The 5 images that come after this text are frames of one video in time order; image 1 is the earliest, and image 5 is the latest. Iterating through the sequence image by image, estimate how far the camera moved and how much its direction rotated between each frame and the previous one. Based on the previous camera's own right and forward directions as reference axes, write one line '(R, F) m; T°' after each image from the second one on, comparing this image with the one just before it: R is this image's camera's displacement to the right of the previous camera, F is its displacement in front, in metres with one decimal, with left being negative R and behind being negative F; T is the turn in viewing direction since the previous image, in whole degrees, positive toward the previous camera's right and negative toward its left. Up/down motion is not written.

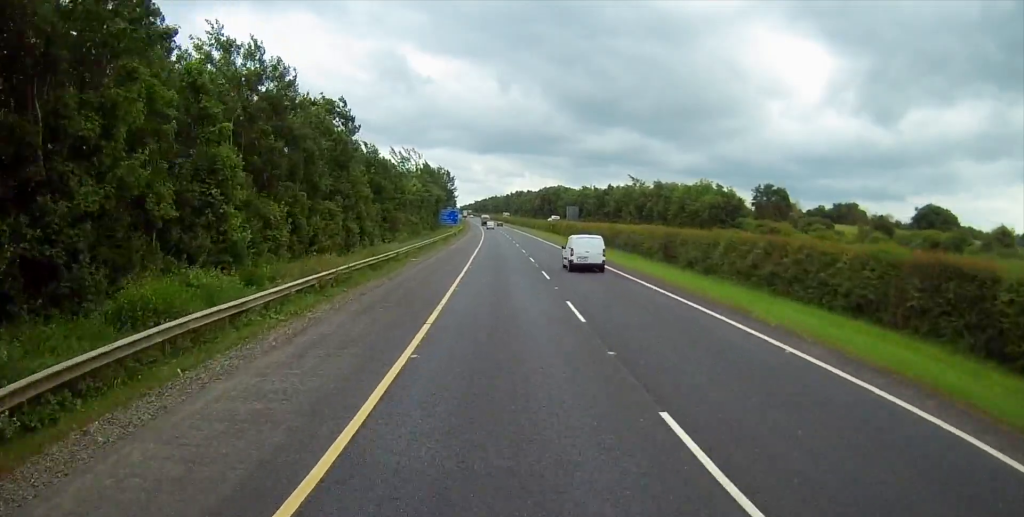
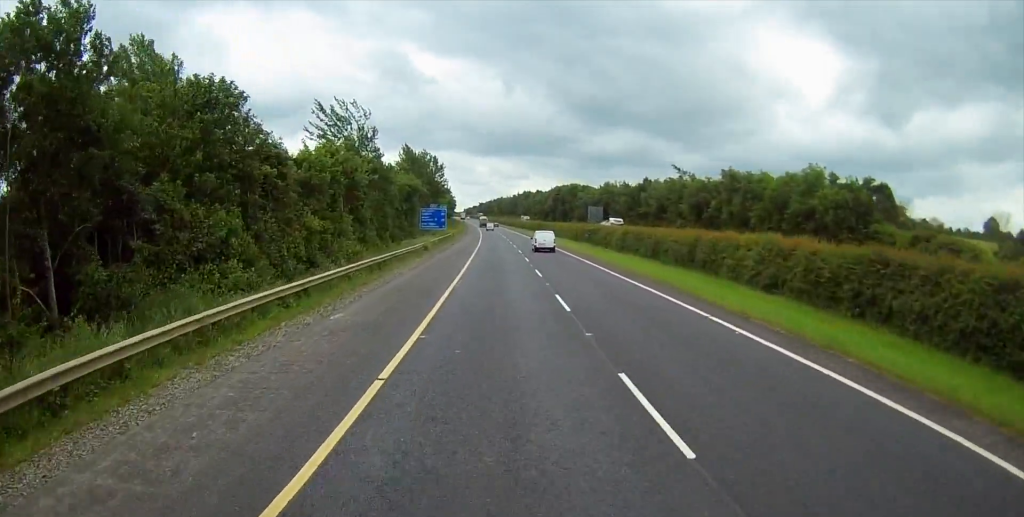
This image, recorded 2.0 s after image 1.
(-0.1, +44.9) m; -1°
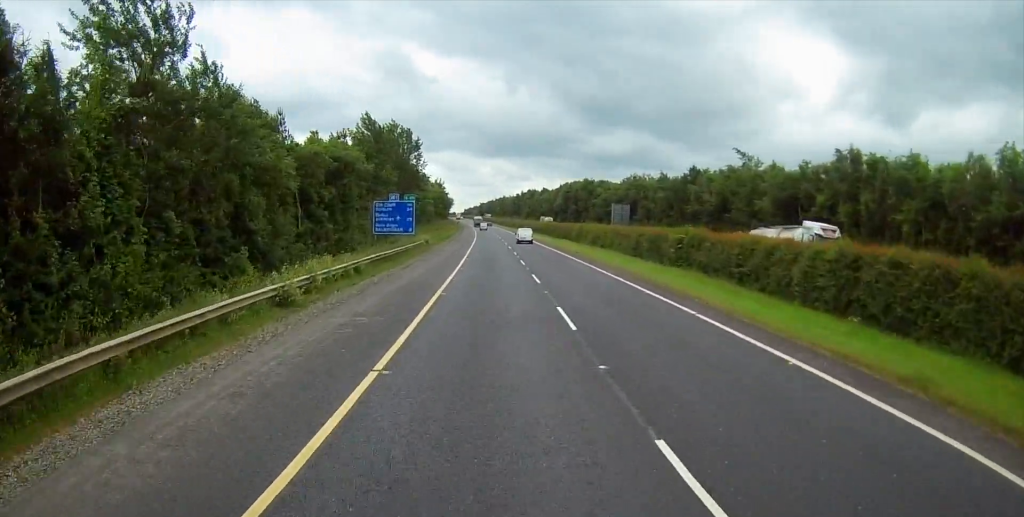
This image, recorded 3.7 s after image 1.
(-0.2, +38.8) m; 0°
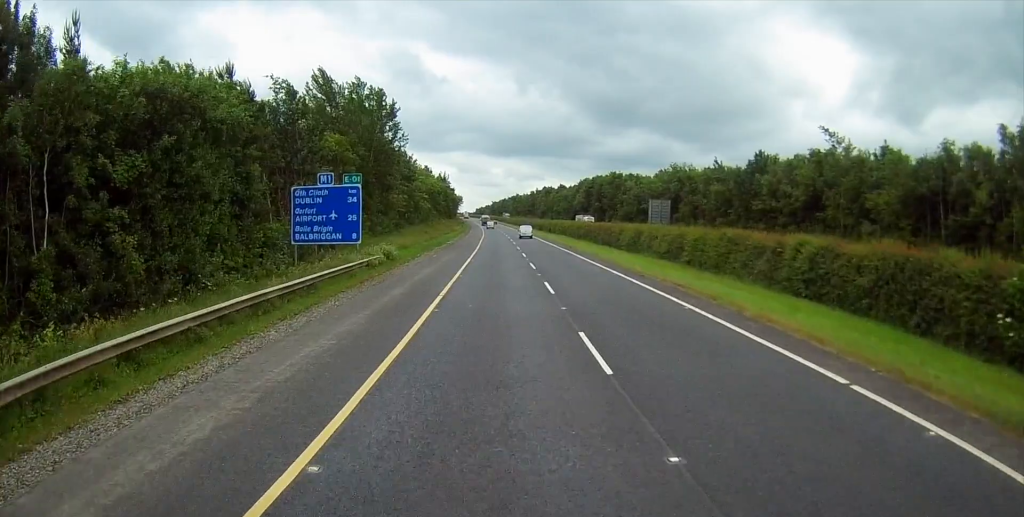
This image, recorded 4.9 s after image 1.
(-0.2, +28.2) m; -1°
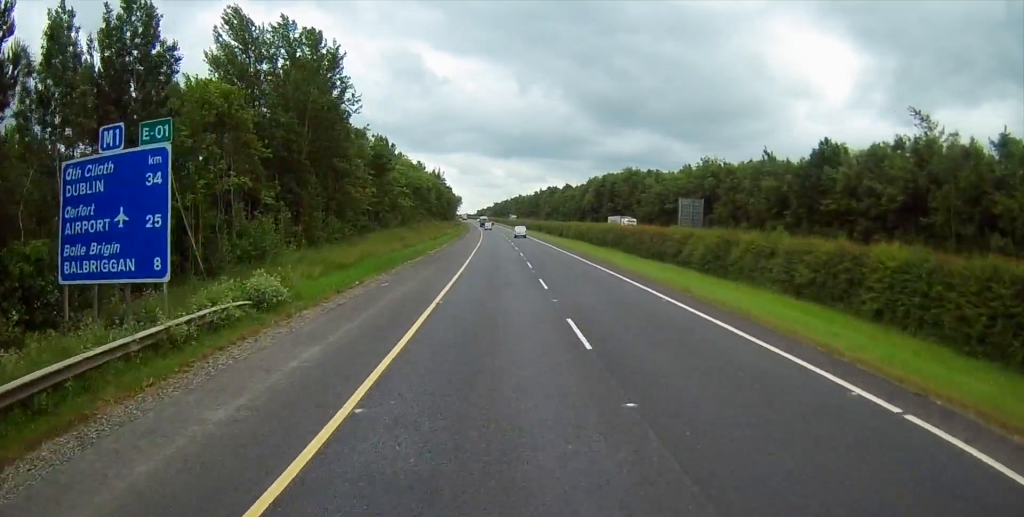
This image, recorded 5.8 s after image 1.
(-0.2, +21.5) m; 0°
